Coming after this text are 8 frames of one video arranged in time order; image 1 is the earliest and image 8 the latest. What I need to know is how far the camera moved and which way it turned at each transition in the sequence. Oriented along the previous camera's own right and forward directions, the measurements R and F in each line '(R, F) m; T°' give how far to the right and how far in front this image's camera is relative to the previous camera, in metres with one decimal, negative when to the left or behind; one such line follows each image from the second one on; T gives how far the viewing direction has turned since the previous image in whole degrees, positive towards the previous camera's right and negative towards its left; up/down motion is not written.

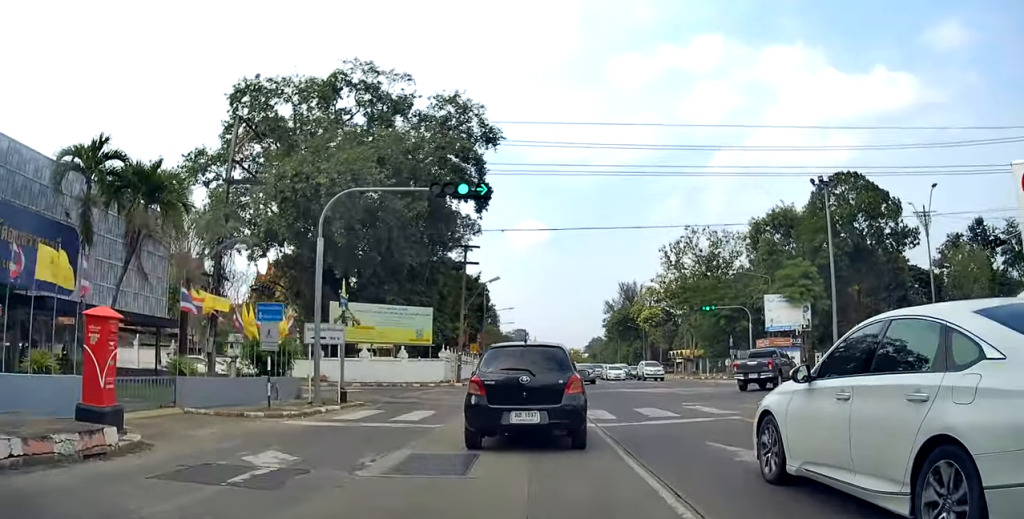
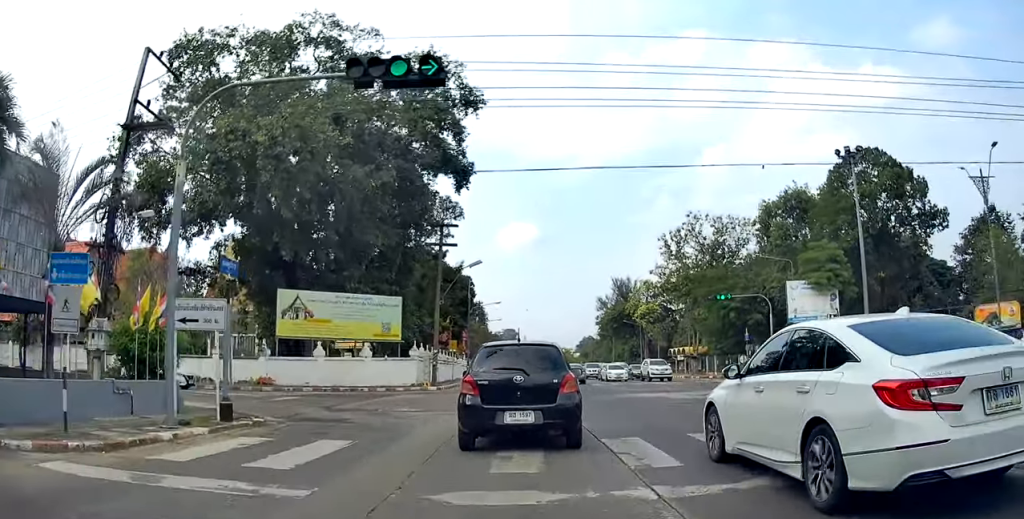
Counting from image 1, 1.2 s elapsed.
(+0.6, +7.4) m; +5°
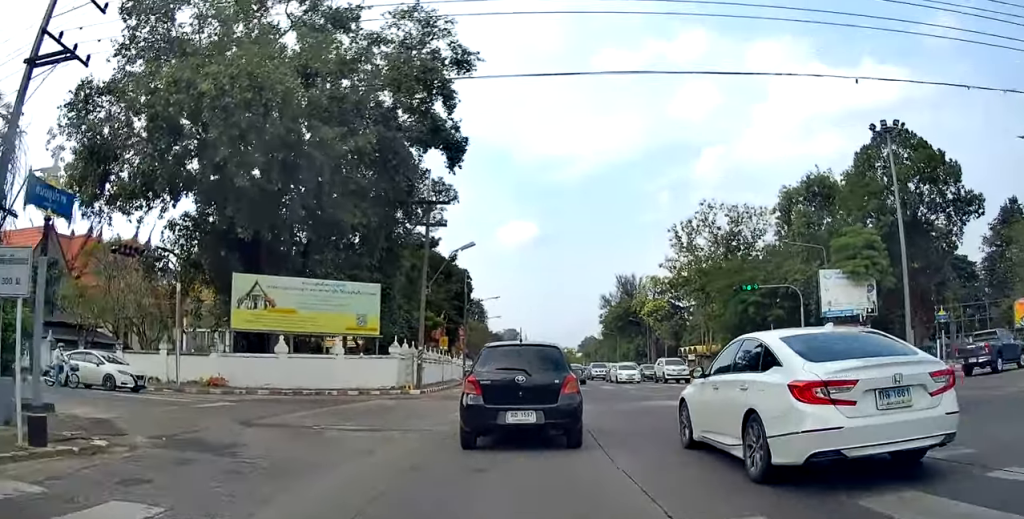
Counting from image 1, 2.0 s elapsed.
(+0.1, +5.6) m; +1°
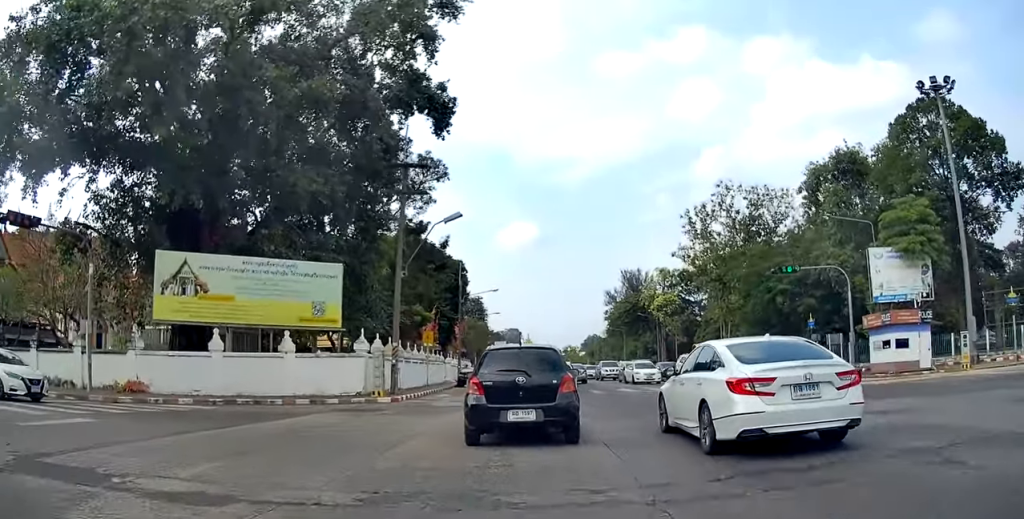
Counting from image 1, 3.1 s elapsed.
(0.0, +7.0) m; +1°
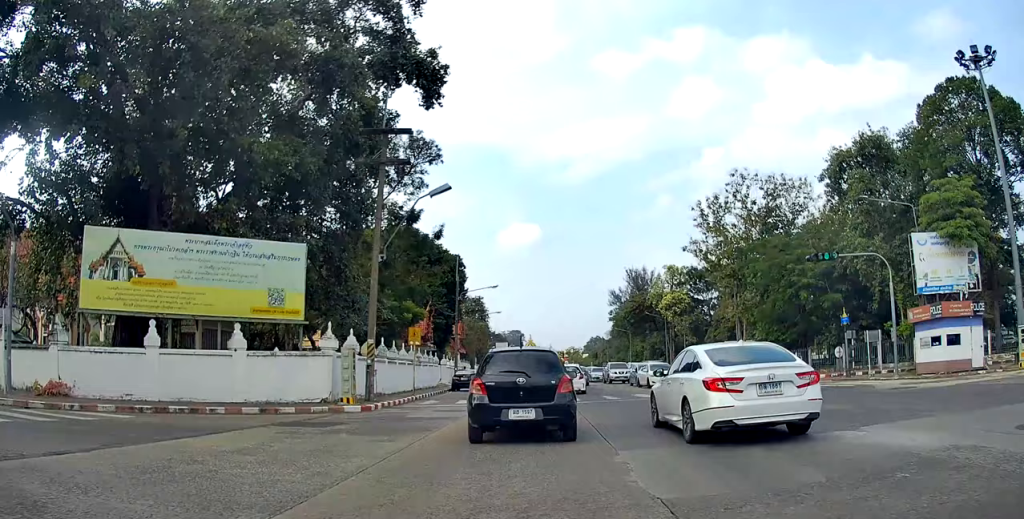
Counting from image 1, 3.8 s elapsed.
(0.0, +4.5) m; 0°
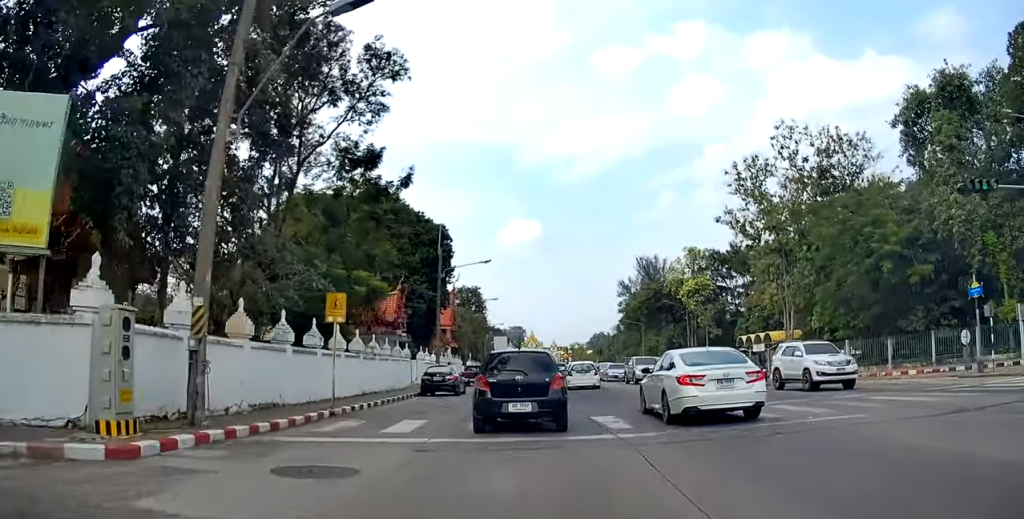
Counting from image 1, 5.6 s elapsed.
(0.0, +11.6) m; 0°
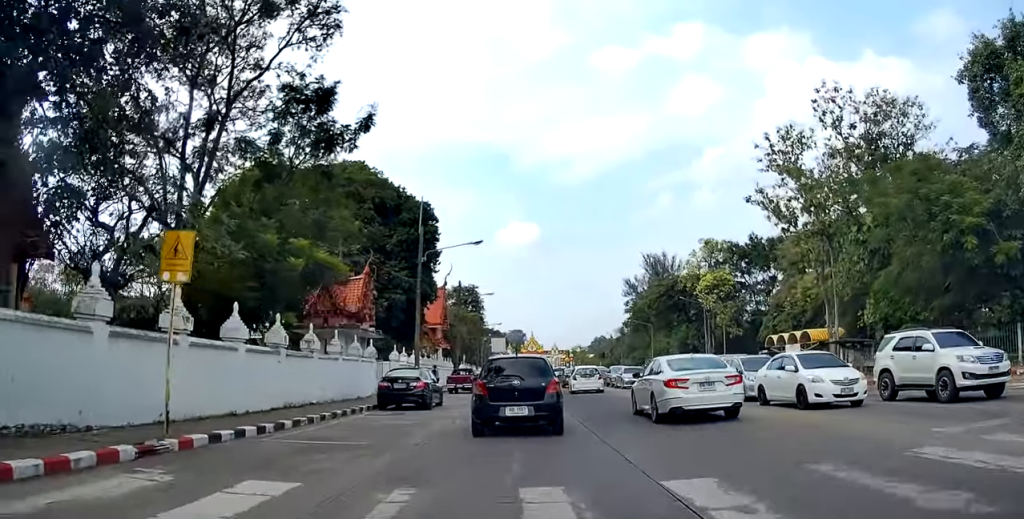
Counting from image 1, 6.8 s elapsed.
(0.0, +7.5) m; 0°
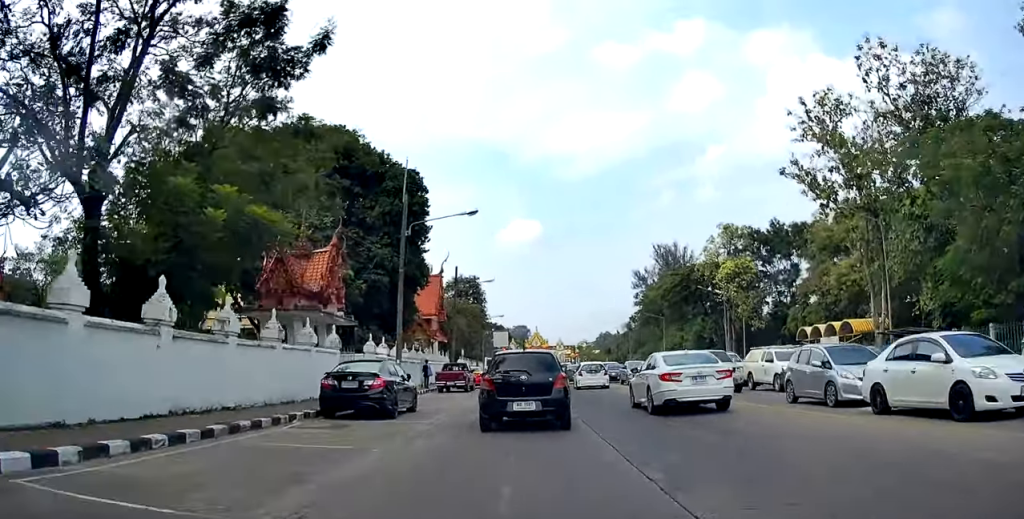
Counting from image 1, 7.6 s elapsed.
(0.0, +5.6) m; +1°
